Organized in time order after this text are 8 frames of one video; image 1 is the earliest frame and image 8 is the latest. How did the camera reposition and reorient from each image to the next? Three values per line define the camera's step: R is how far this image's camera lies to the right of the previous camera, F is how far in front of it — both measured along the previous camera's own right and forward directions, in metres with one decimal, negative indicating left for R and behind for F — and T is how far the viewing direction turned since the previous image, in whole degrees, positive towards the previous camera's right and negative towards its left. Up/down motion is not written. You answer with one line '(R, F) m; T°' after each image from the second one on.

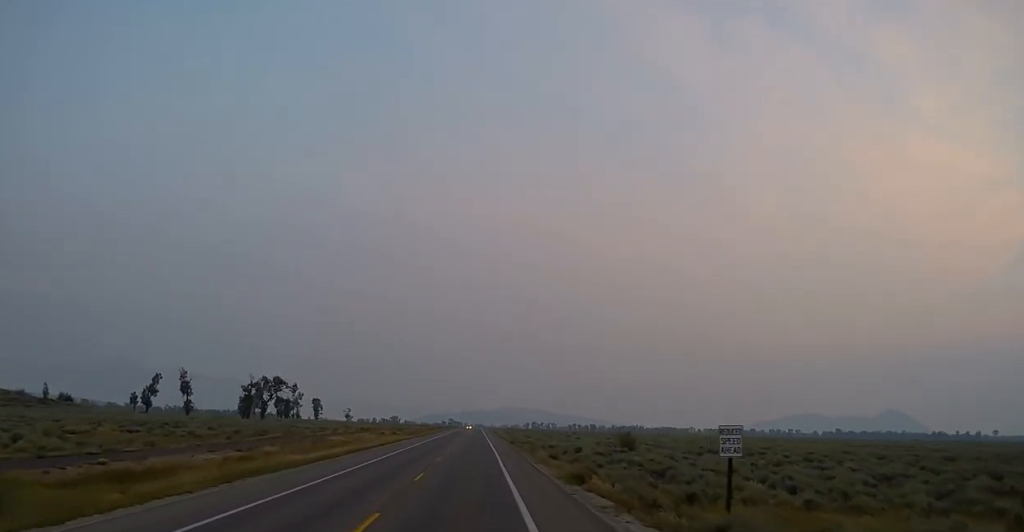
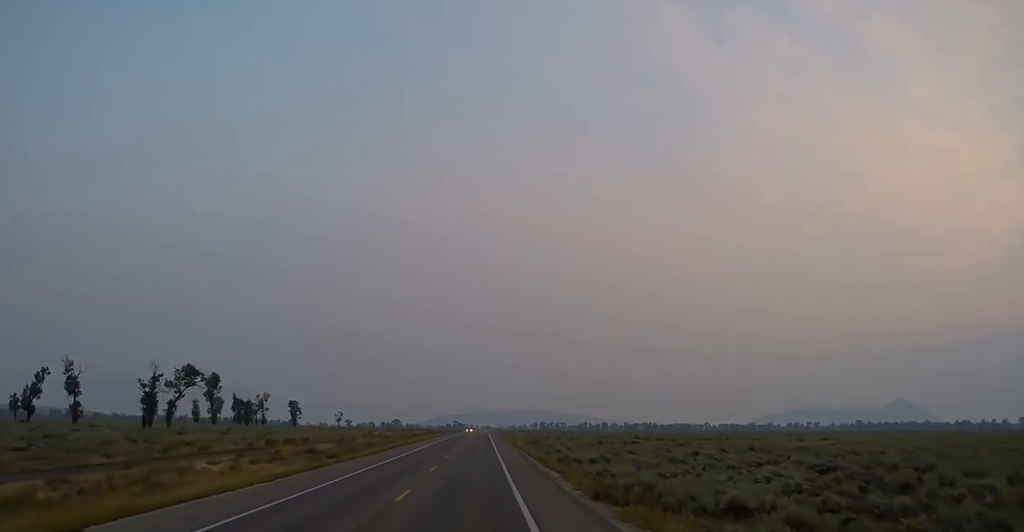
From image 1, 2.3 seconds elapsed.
(0.0, +55.2) m; 0°
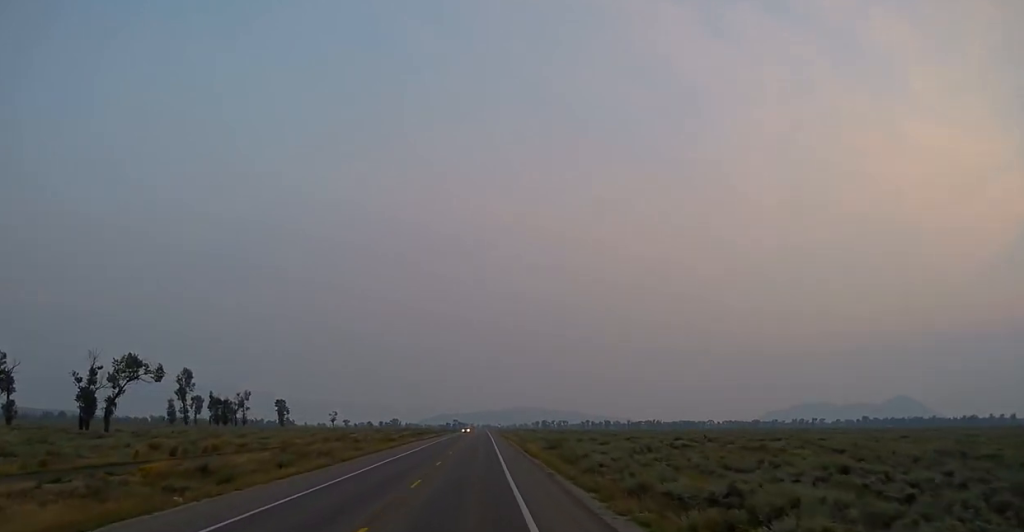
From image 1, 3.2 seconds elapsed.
(0.0, +20.2) m; 0°
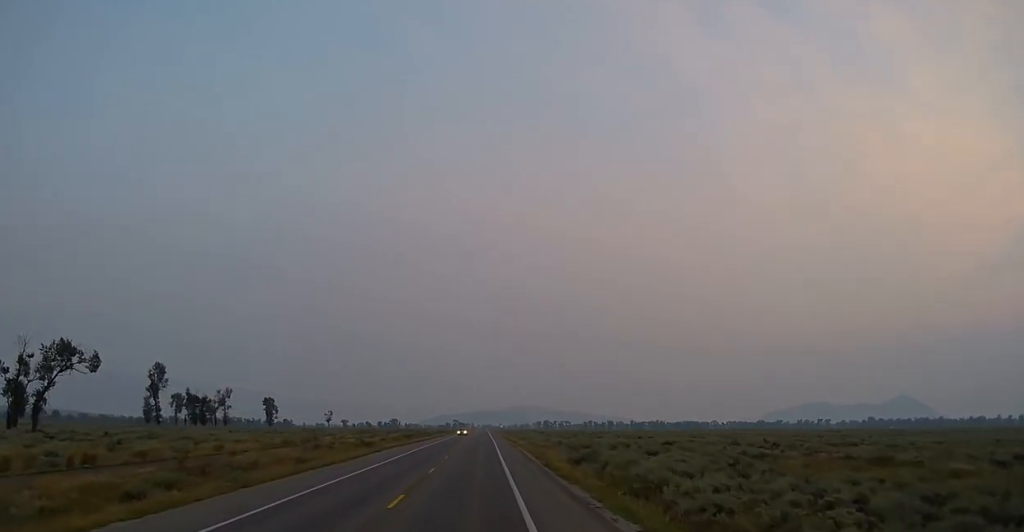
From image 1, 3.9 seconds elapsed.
(0.0, +17.6) m; 0°
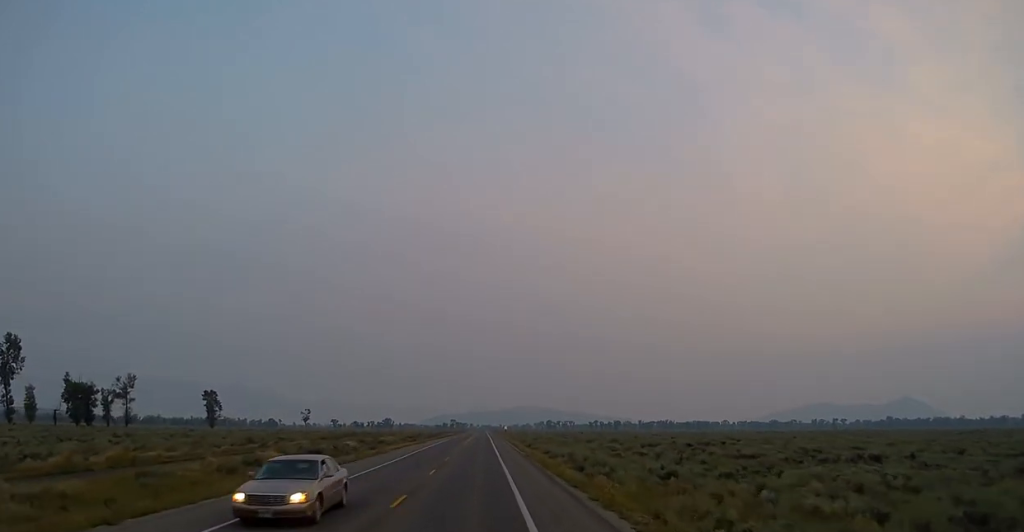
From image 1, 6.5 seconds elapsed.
(+0.1, +61.9) m; 0°
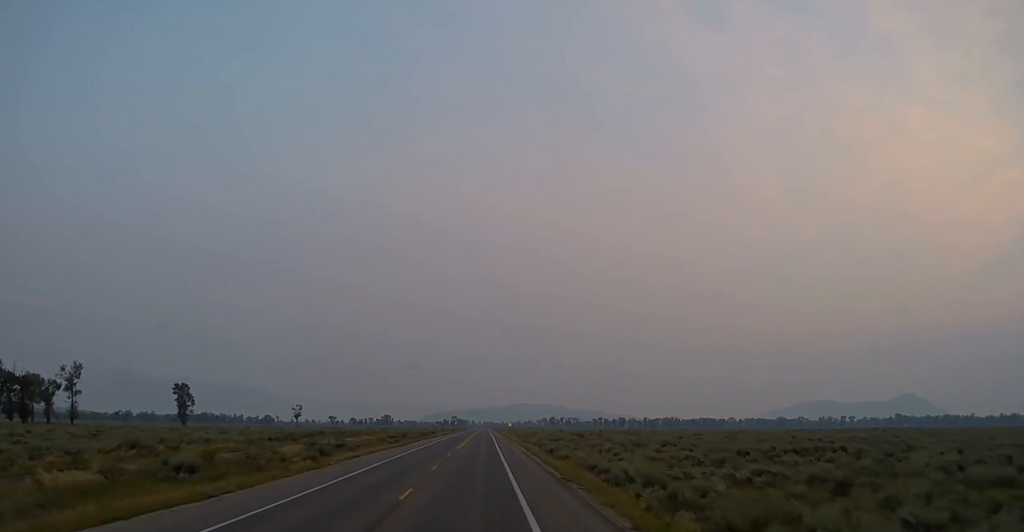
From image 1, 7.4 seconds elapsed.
(0.0, +22.4) m; 0°
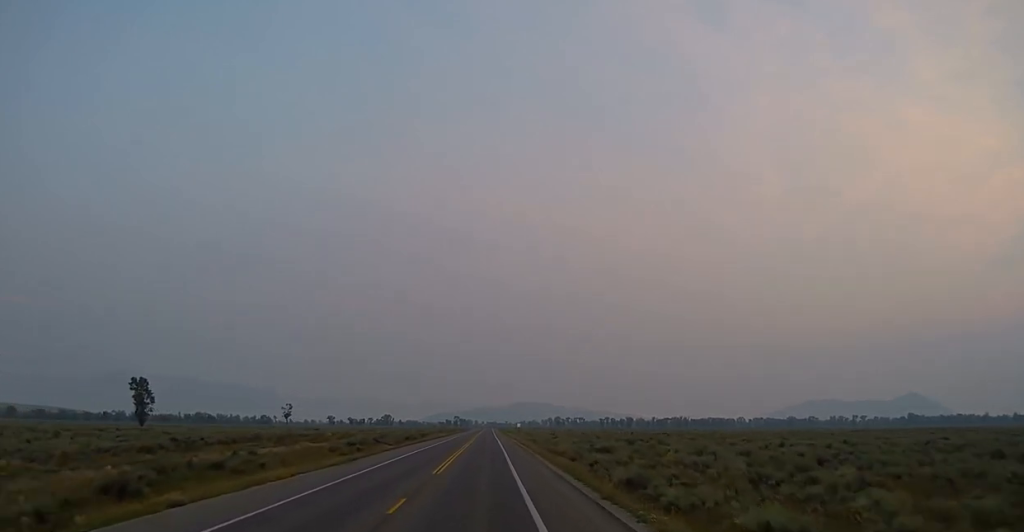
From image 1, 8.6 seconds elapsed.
(0.0, +26.8) m; 0°
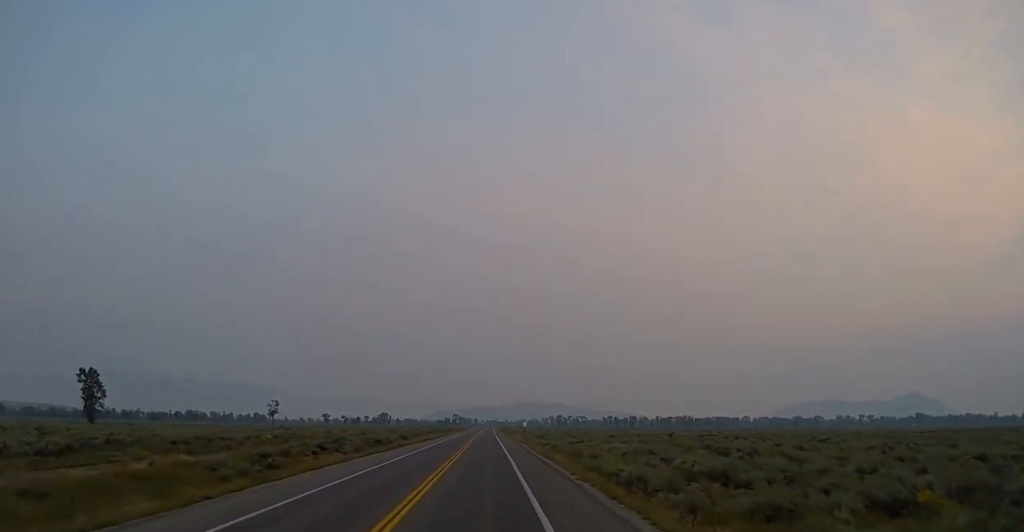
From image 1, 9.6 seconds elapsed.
(0.0, +24.1) m; -1°
